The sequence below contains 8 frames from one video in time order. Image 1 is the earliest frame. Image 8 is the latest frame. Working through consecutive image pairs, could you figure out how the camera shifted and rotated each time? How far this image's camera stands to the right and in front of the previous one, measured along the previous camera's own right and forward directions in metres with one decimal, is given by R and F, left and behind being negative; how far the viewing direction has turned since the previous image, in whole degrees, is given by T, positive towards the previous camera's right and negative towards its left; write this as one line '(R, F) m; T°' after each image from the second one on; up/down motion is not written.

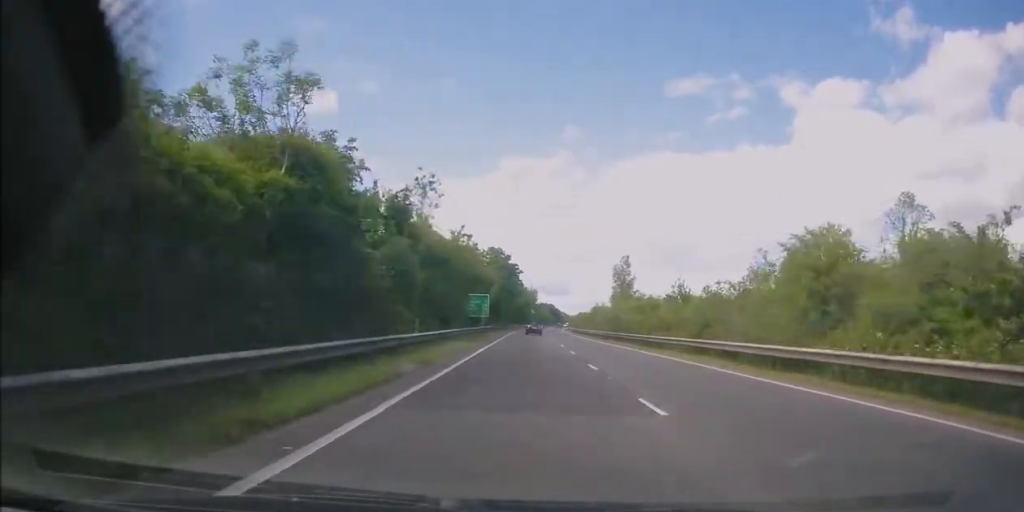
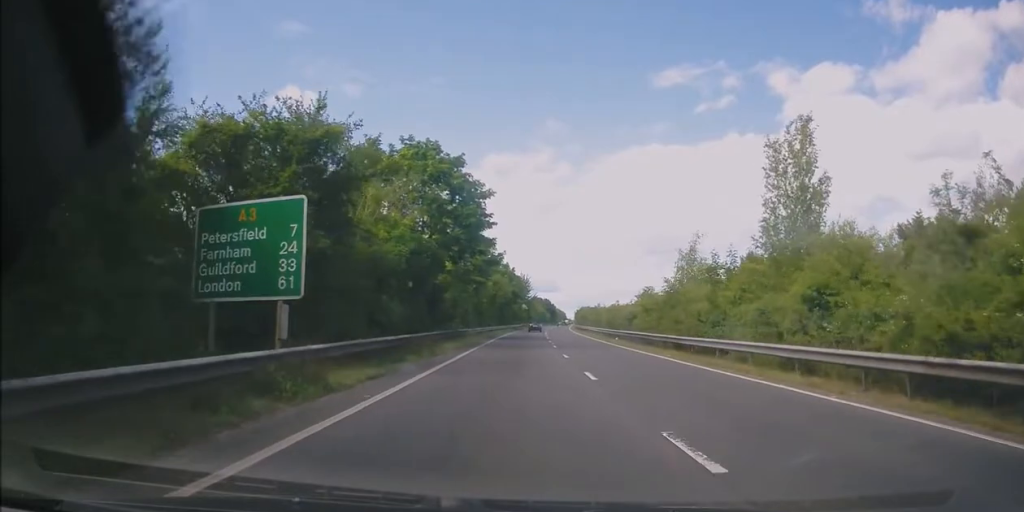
(+0.6, +47.1) m; +1°
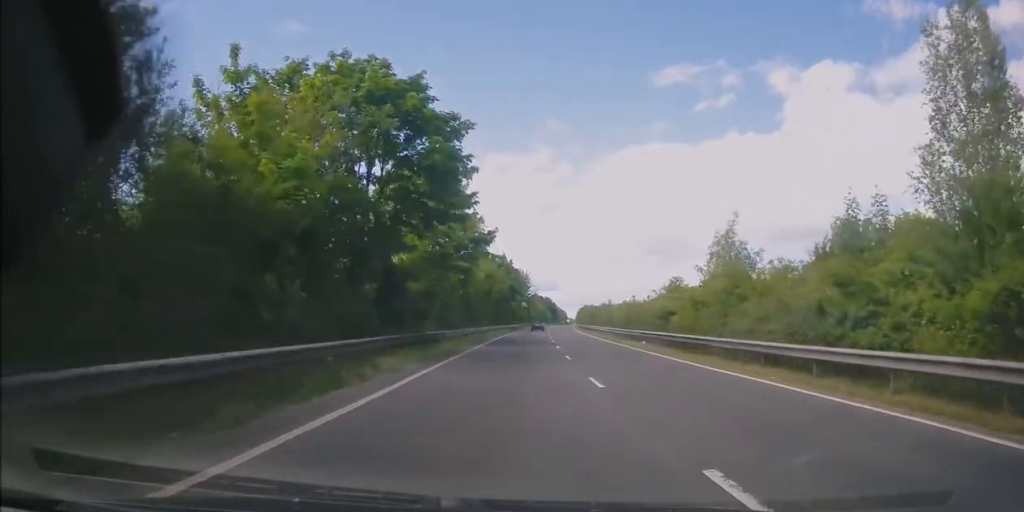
(0.0, +10.7) m; 0°
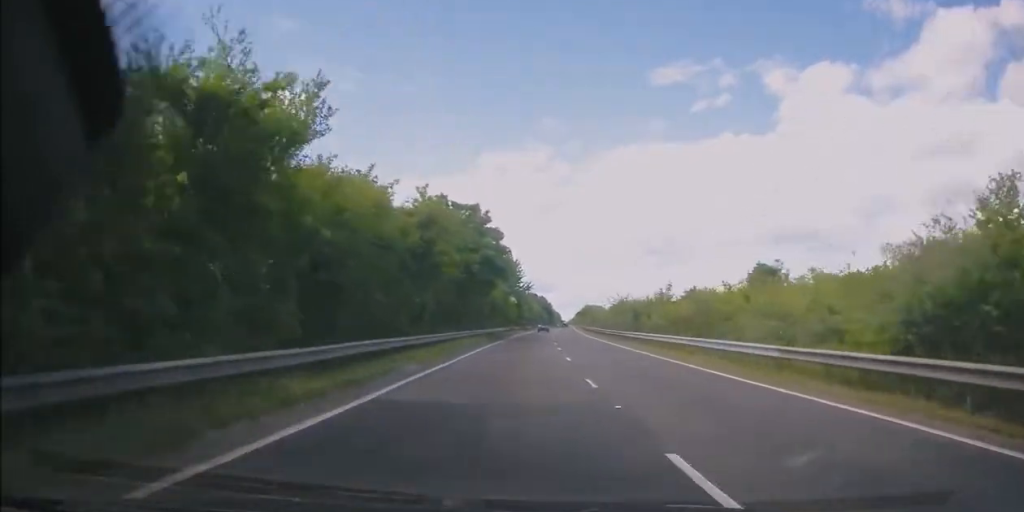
(0.0, +34.5) m; 0°
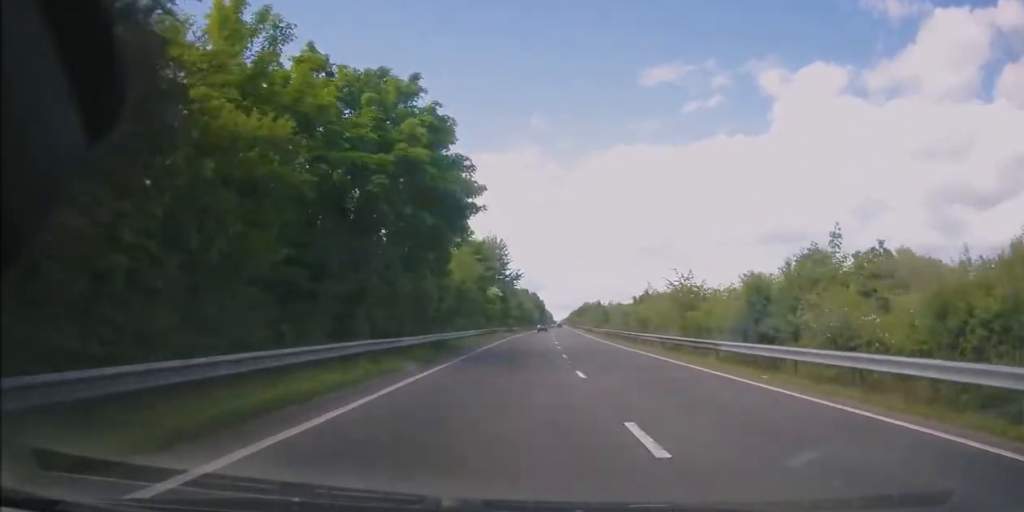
(+0.2, +23.9) m; +1°
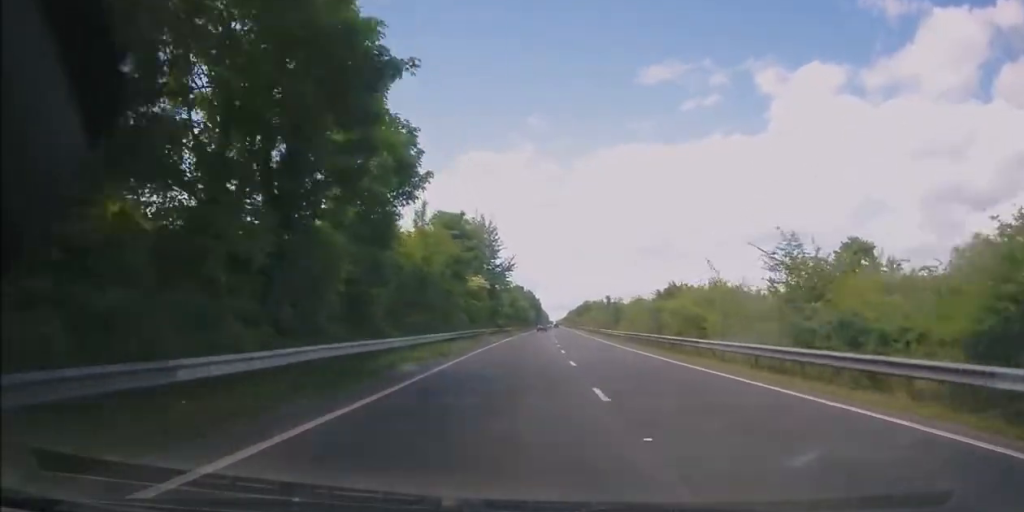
(+0.1, +13.2) m; 0°
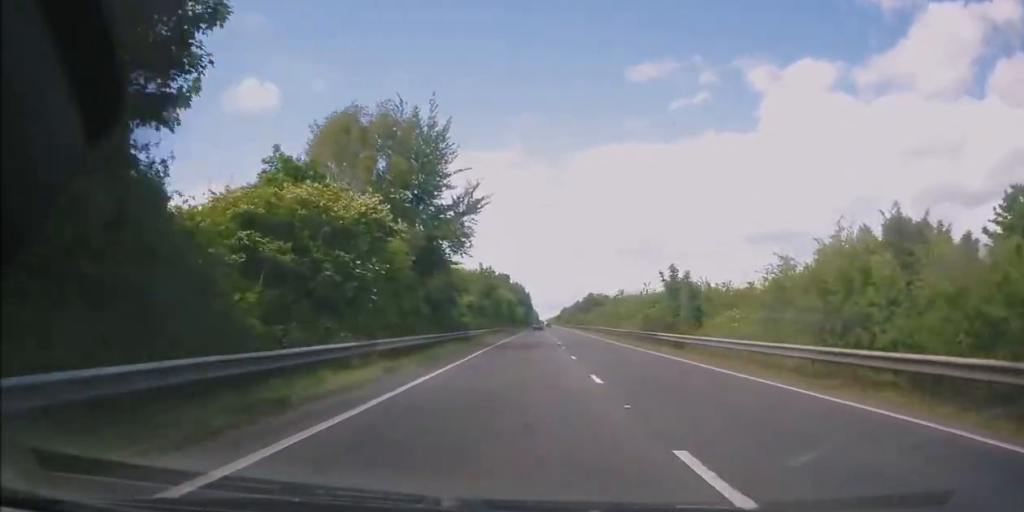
(0.0, +31.4) m; 0°
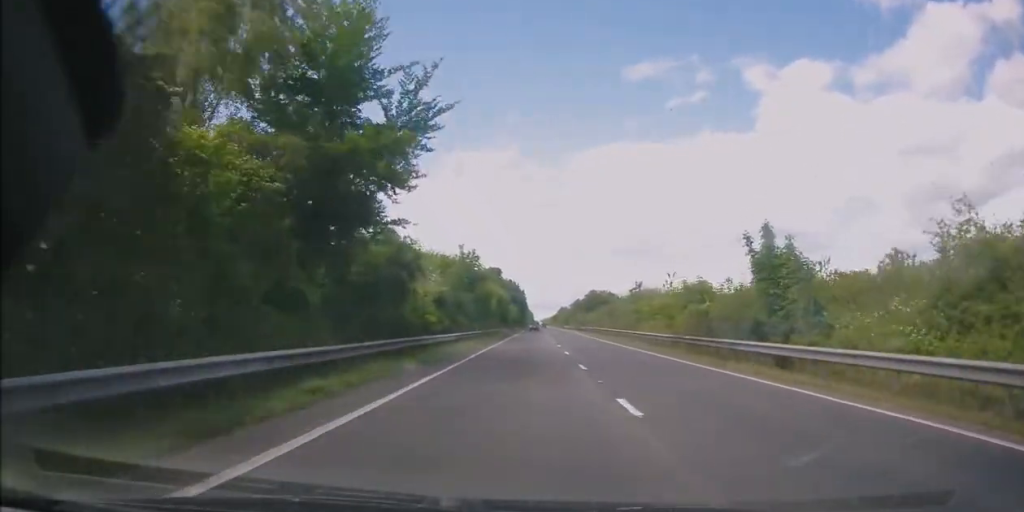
(-0.1, +13.2) m; 0°
